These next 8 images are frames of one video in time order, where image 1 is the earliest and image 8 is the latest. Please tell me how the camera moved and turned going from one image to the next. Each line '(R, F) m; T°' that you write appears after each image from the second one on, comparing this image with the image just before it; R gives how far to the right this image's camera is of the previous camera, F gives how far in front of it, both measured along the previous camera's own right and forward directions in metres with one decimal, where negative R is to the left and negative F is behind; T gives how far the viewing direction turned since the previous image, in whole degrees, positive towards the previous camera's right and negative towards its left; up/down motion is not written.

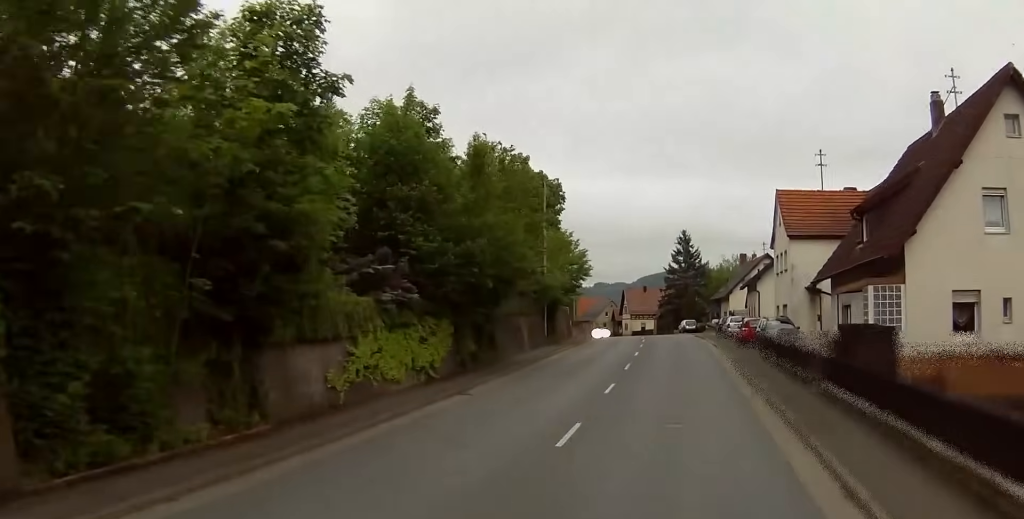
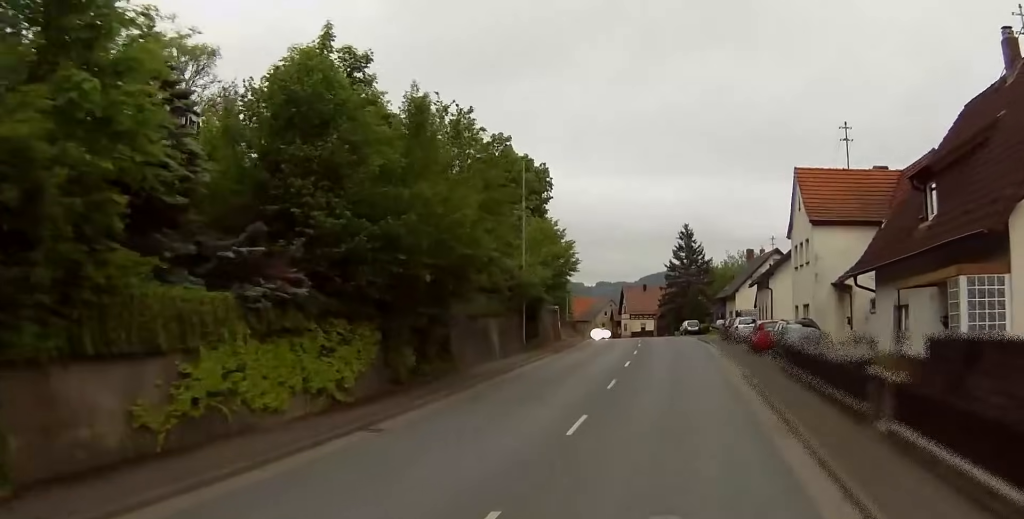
(+0.1, +8.4) m; -1°
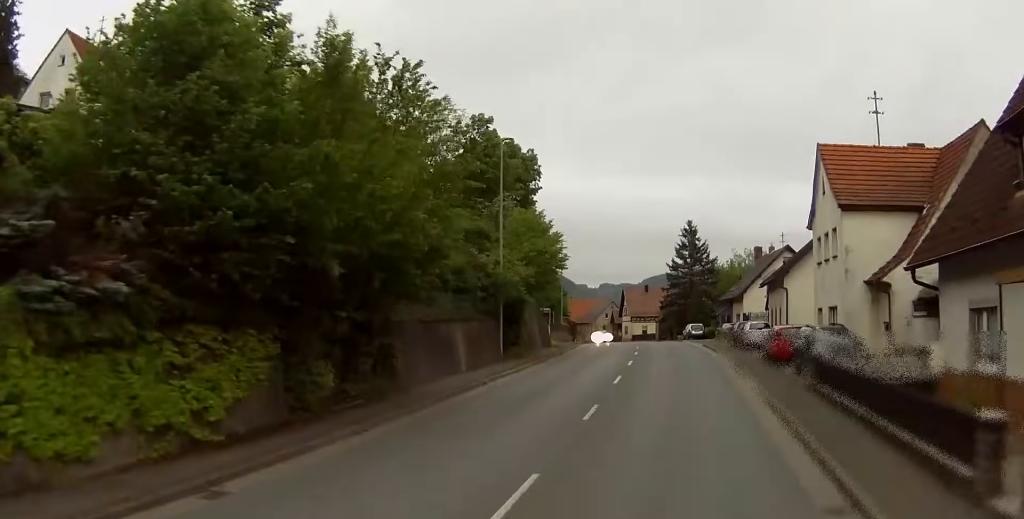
(-0.1, +6.9) m; -2°
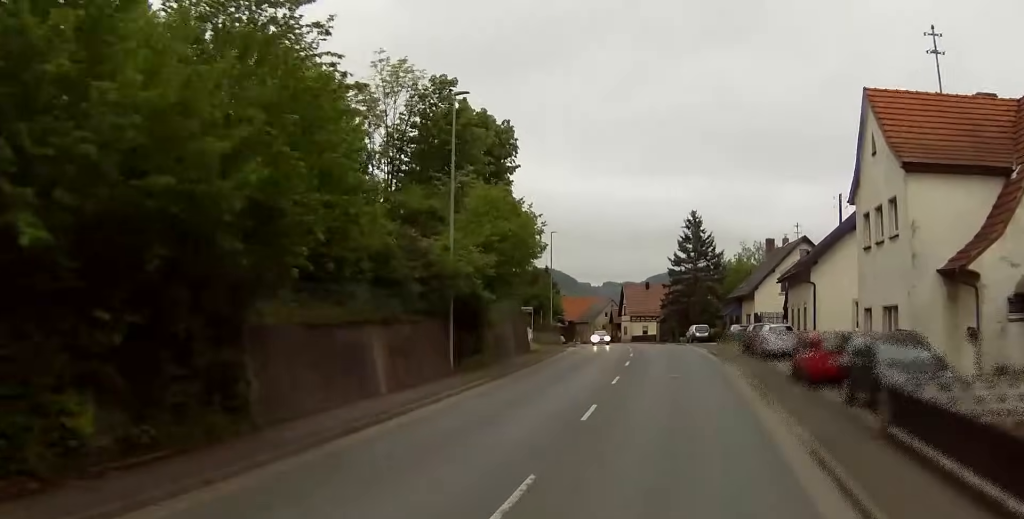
(-0.3, +9.7) m; -3°
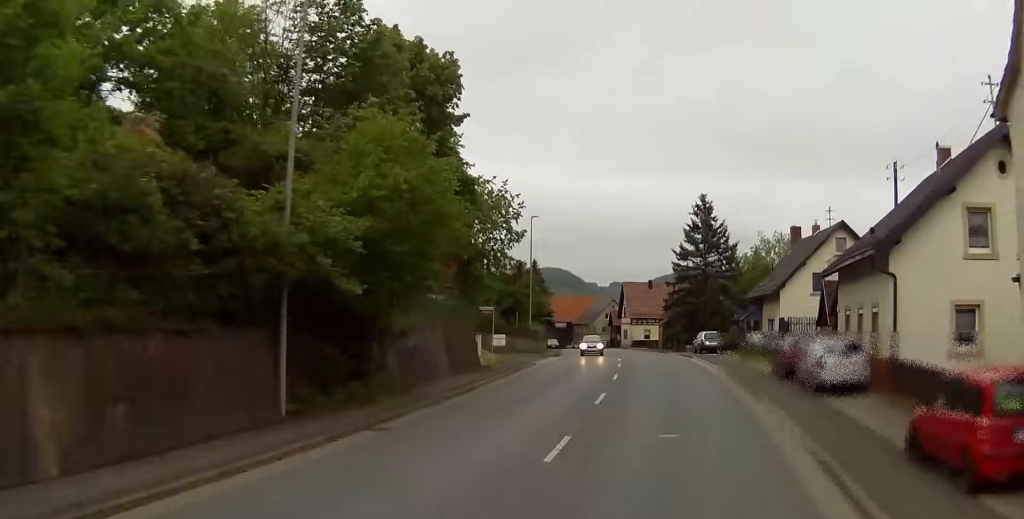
(-0.3, +14.6) m; -1°
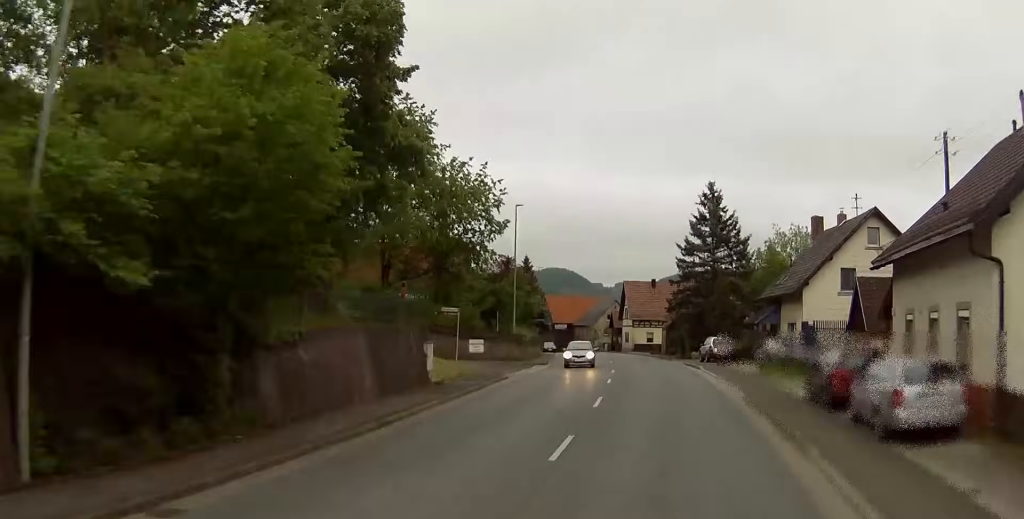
(0.0, +8.6) m; 0°
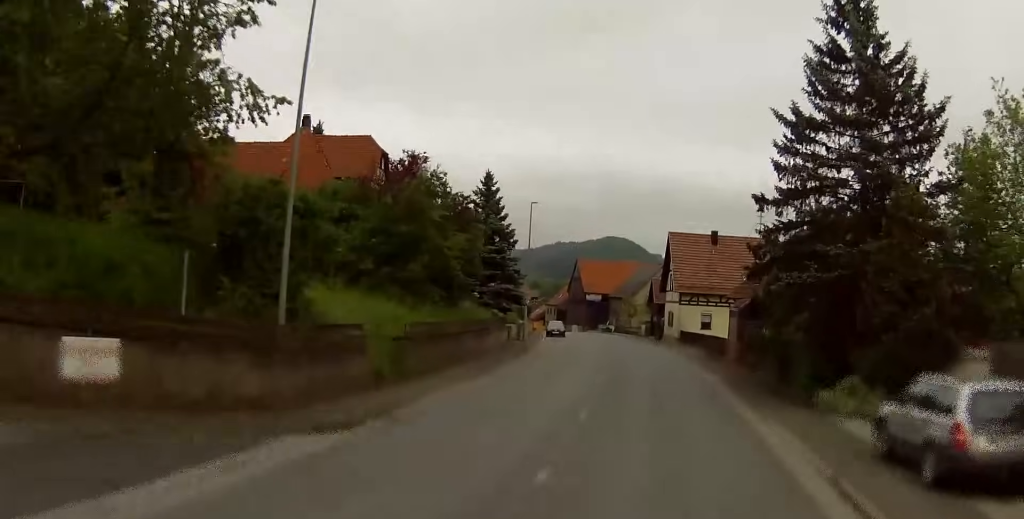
(0.0, +41.9) m; 0°
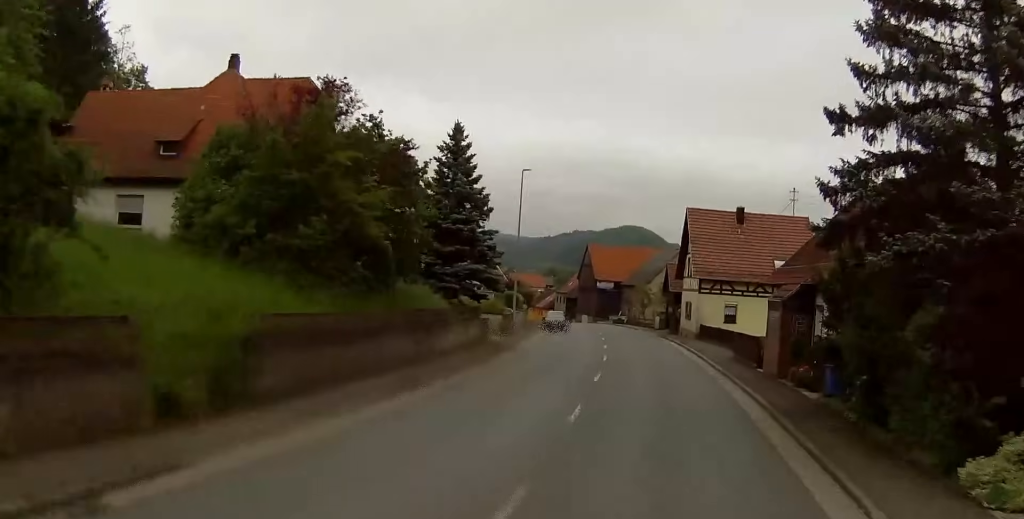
(0.0, +11.2) m; 0°
